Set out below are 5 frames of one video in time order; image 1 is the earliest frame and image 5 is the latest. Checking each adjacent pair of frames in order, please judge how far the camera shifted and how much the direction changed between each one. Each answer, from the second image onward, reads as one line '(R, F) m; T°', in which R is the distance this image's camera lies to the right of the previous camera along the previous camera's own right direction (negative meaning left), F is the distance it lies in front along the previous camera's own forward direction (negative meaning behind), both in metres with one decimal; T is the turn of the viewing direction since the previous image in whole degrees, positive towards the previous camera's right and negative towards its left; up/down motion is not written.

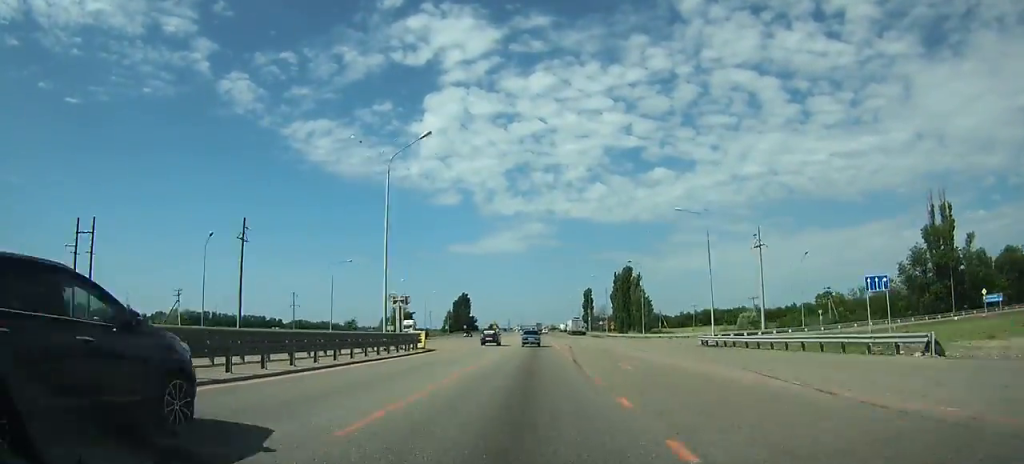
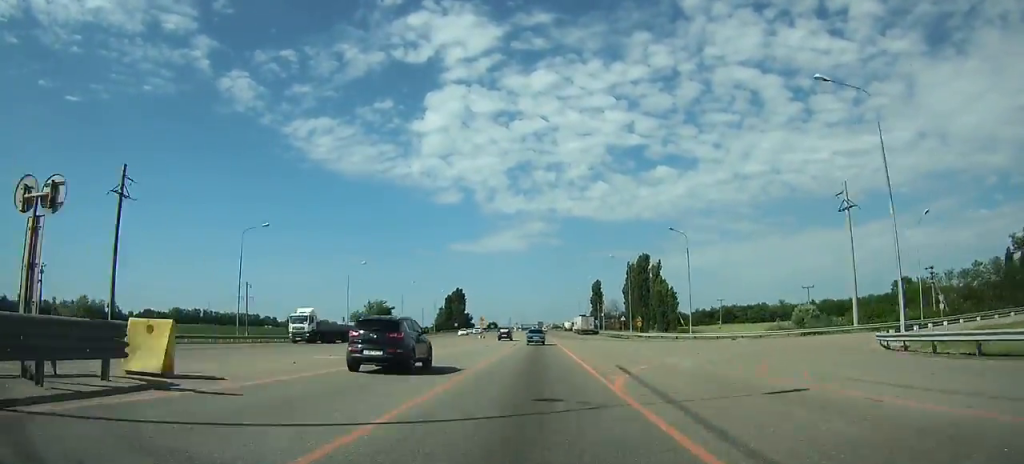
(0.0, +29.8) m; 0°
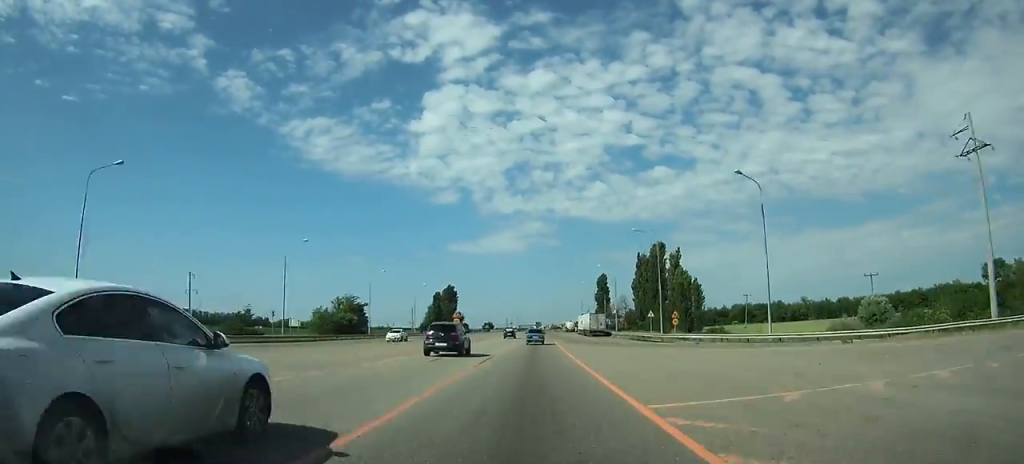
(0.0, +24.2) m; 0°
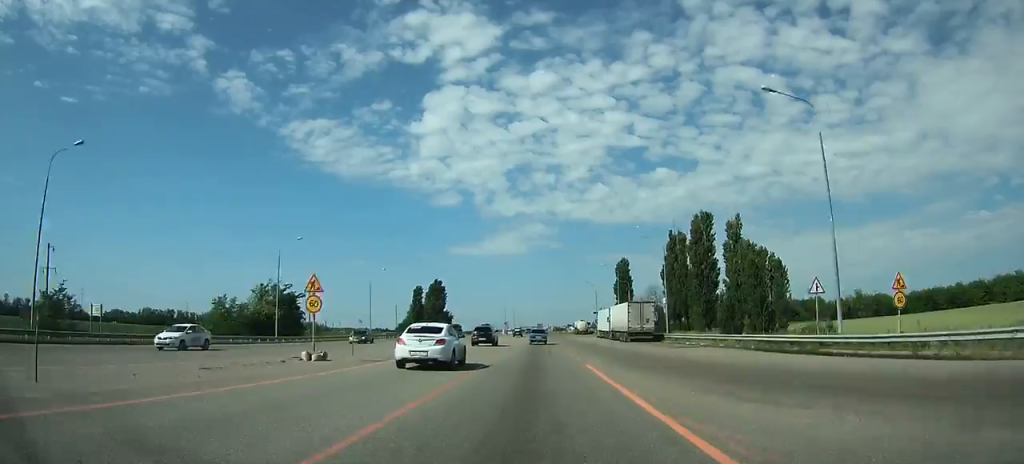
(0.0, +38.9) m; 0°
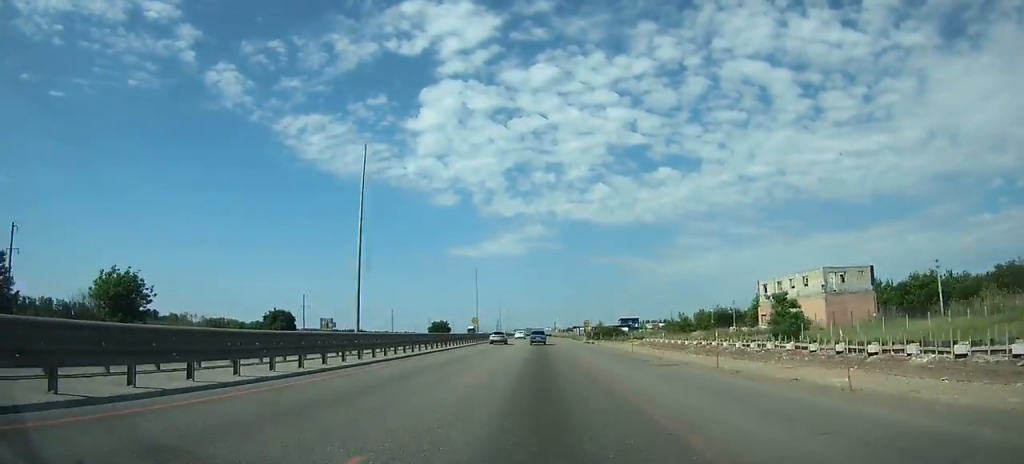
(-0.5, +221.6) m; -1°
